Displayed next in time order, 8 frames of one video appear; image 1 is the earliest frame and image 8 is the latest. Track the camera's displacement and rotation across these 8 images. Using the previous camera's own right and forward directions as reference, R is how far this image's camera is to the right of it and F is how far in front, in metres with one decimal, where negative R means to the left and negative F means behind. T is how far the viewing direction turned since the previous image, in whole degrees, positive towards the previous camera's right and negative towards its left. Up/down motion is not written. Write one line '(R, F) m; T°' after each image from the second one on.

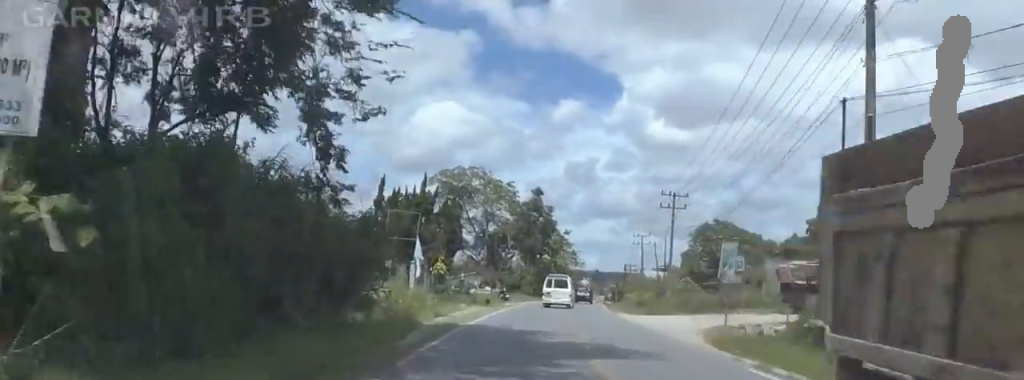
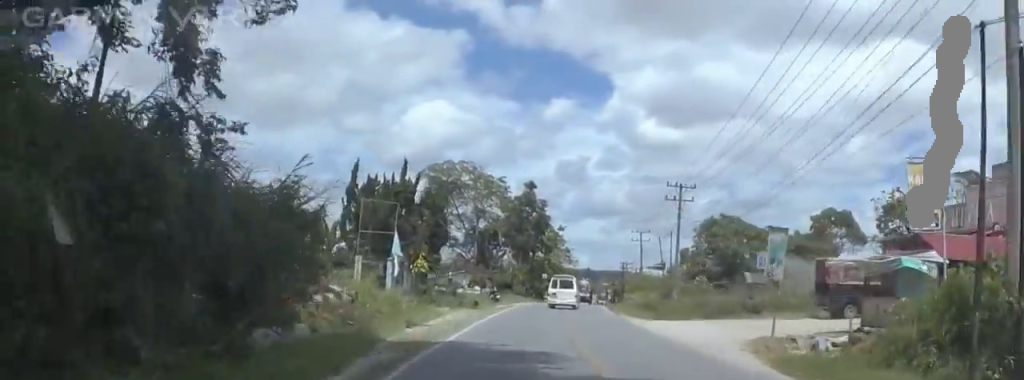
(-0.6, +6.8) m; 0°
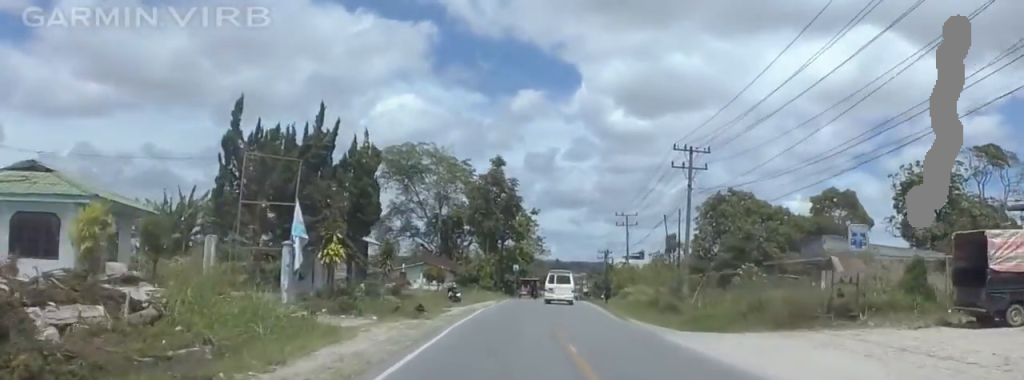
(+0.4, +16.0) m; +4°
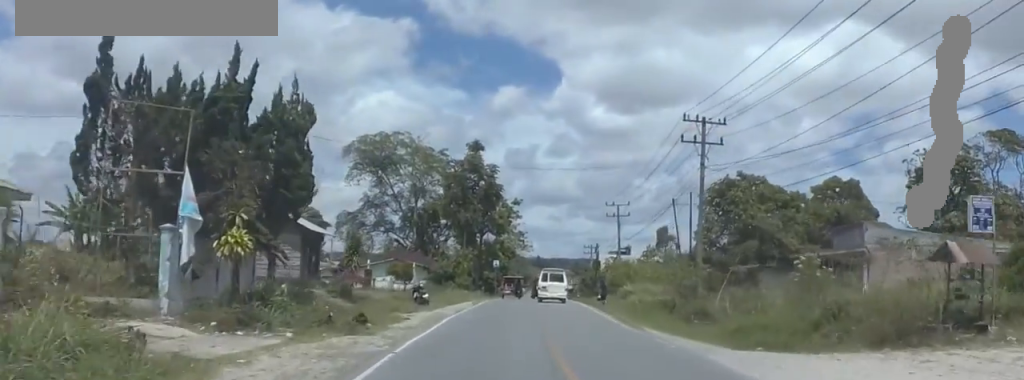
(+0.3, +9.3) m; +2°
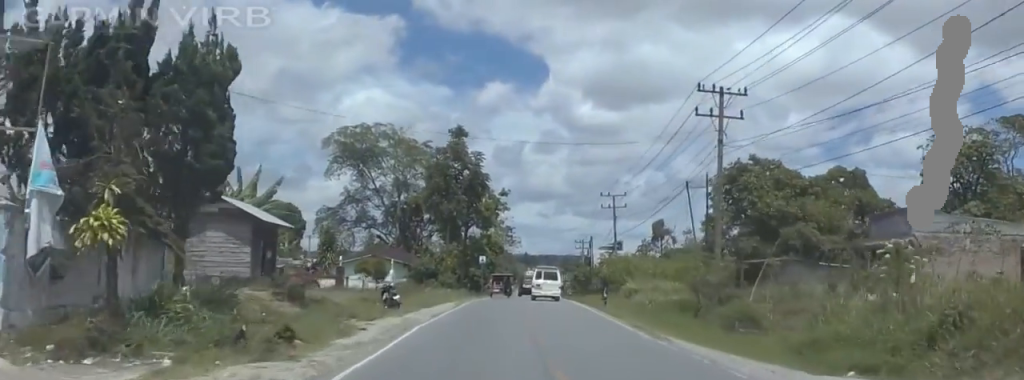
(0.0, +6.8) m; 0°
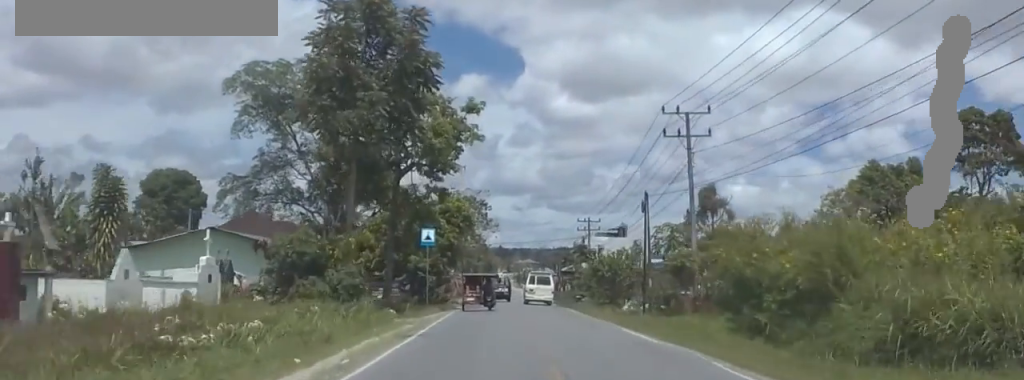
(-3.0, +41.2) m; -4°
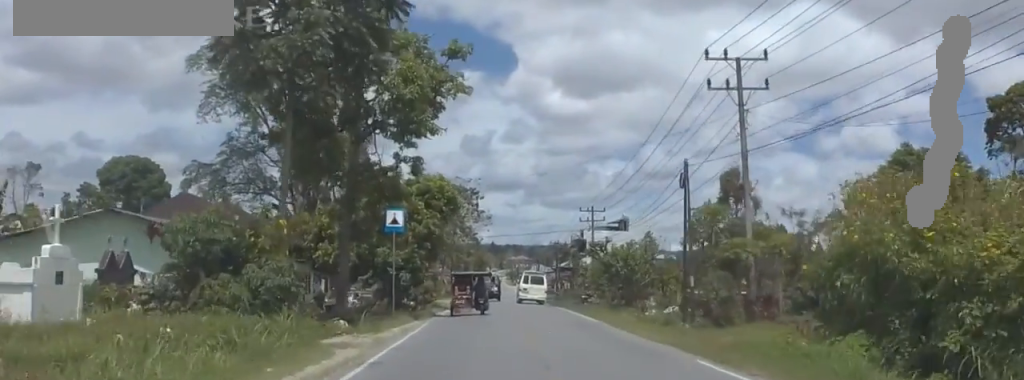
(+0.7, +10.4) m; +4°
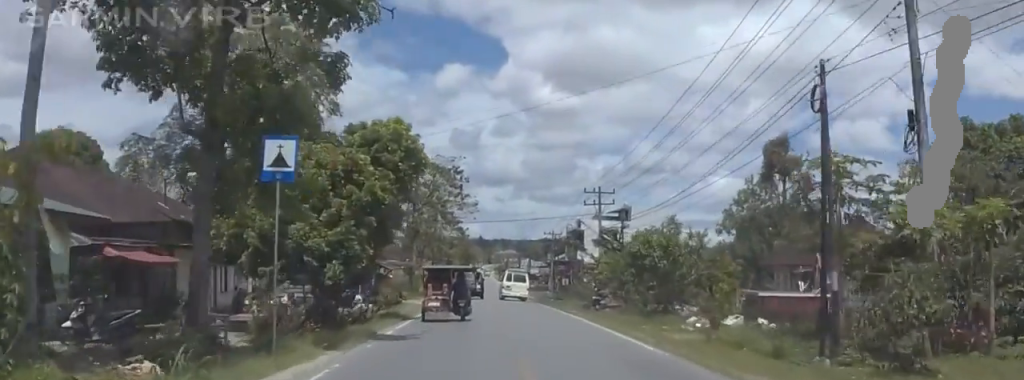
(0.0, +14.7) m; 0°
